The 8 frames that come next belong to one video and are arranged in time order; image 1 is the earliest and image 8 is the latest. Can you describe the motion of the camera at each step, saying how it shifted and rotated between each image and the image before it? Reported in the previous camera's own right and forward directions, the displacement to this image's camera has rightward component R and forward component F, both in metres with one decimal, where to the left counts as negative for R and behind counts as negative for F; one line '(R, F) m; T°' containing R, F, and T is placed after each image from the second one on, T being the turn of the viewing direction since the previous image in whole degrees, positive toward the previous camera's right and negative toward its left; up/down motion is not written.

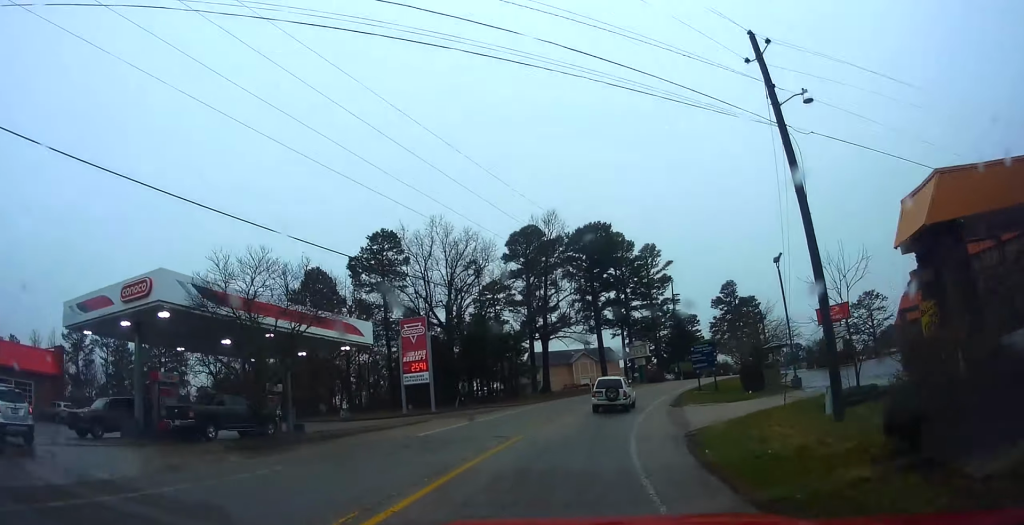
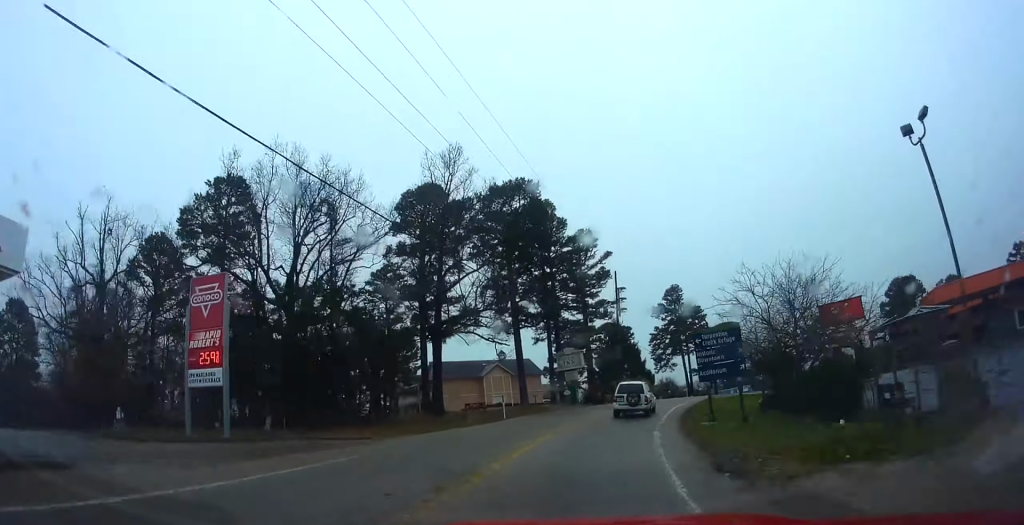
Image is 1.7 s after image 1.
(+0.9, +18.4) m; +7°
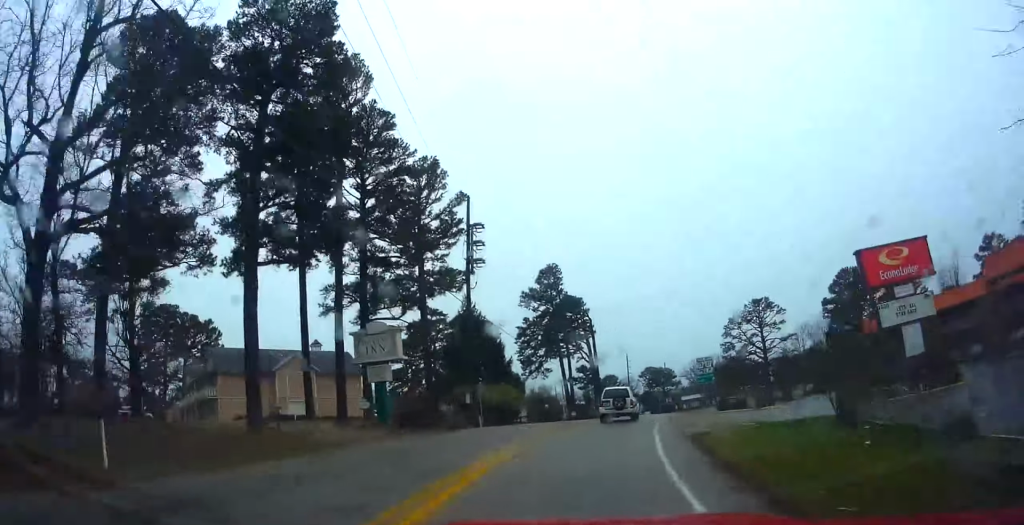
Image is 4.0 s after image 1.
(+1.7, +25.9) m; +12°
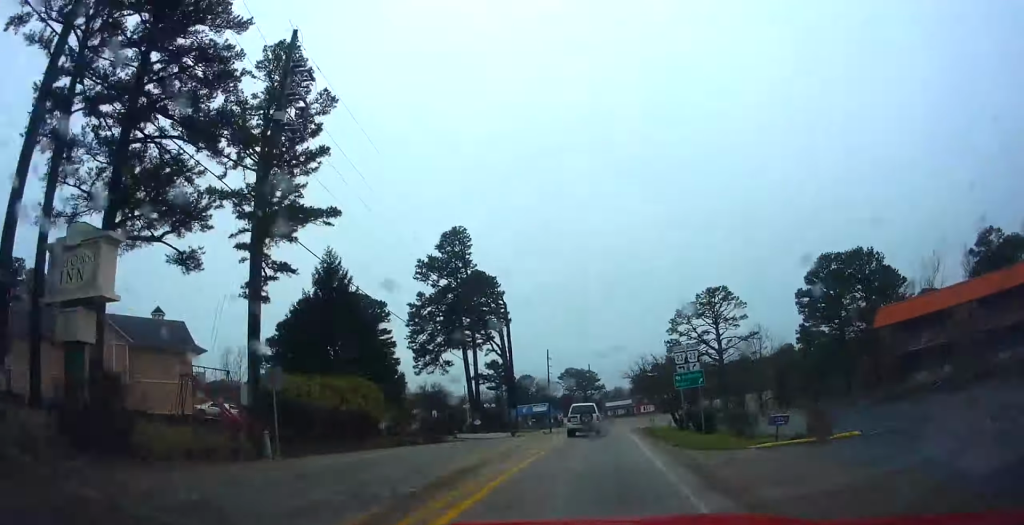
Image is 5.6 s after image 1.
(+2.5, +18.6) m; +6°
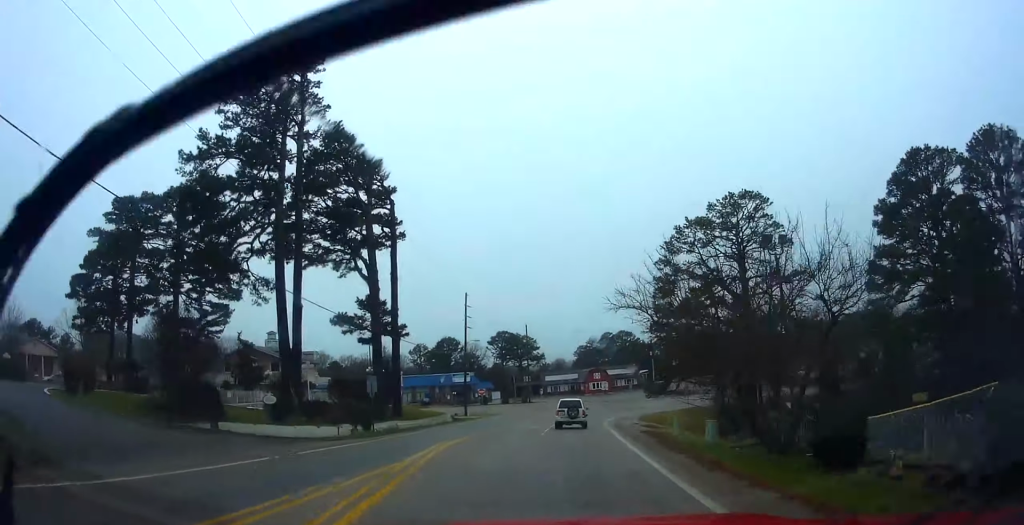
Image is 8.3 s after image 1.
(+2.8, +32.1) m; +8°
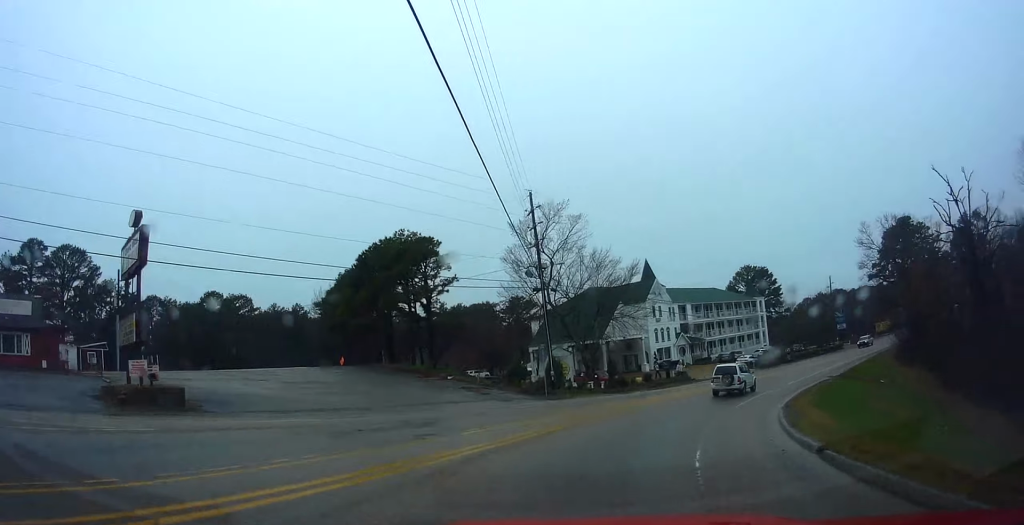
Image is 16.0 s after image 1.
(+26.7, +86.3) m; +53°
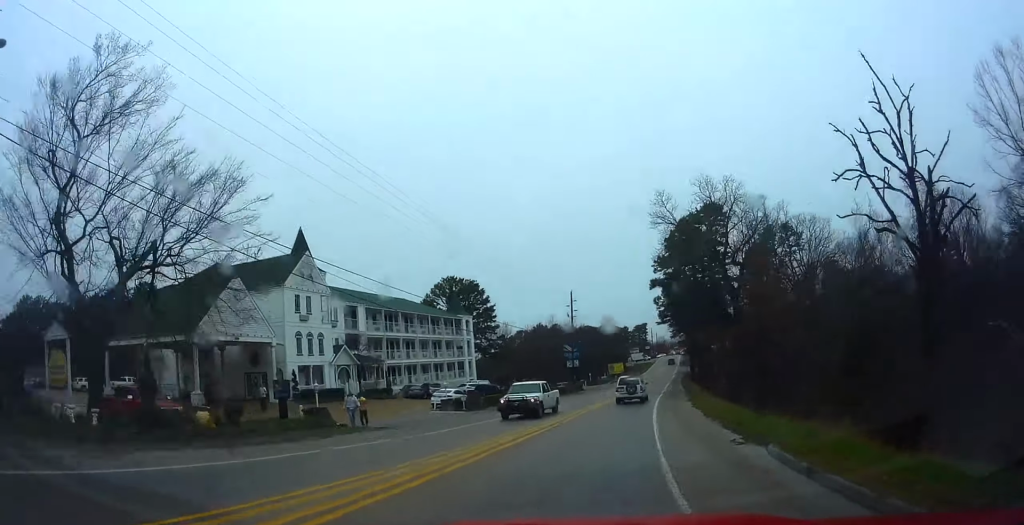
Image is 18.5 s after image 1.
(+9.1, +29.8) m; +25°
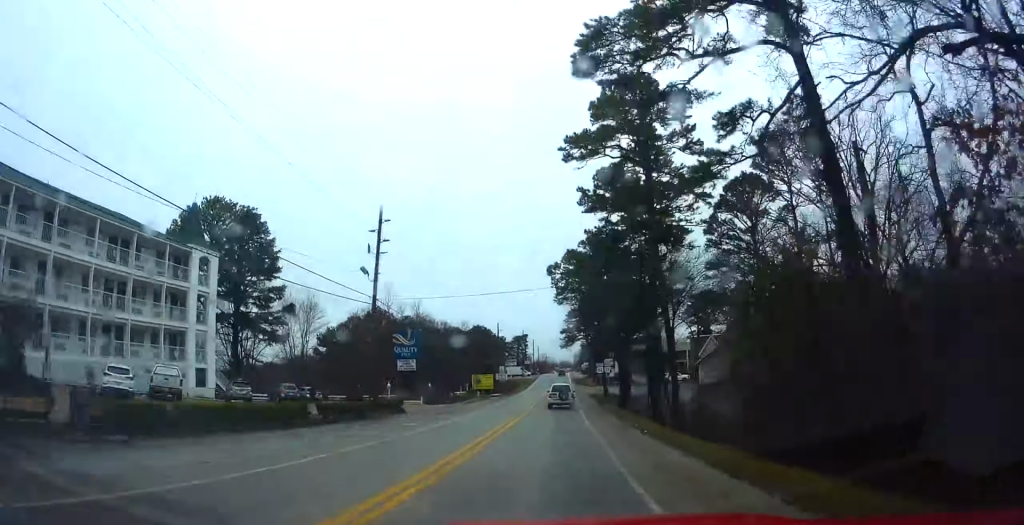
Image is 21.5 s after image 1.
(+7.2, +38.6) m; +12°
